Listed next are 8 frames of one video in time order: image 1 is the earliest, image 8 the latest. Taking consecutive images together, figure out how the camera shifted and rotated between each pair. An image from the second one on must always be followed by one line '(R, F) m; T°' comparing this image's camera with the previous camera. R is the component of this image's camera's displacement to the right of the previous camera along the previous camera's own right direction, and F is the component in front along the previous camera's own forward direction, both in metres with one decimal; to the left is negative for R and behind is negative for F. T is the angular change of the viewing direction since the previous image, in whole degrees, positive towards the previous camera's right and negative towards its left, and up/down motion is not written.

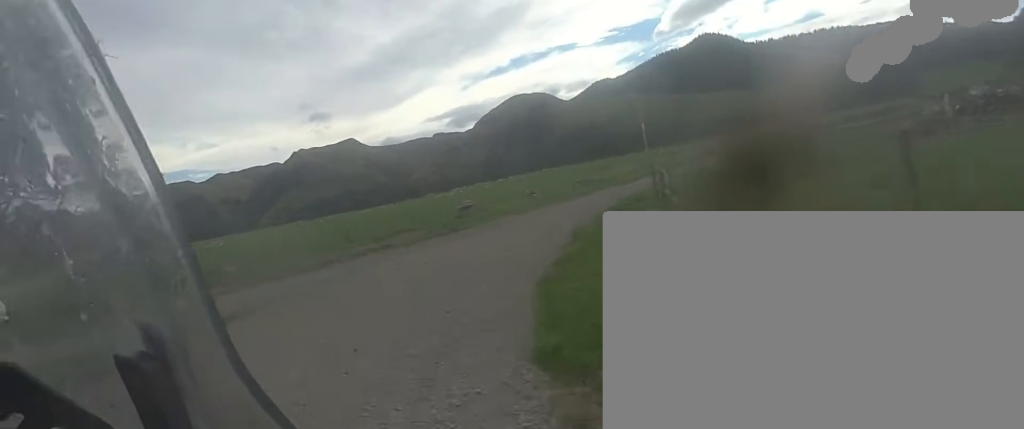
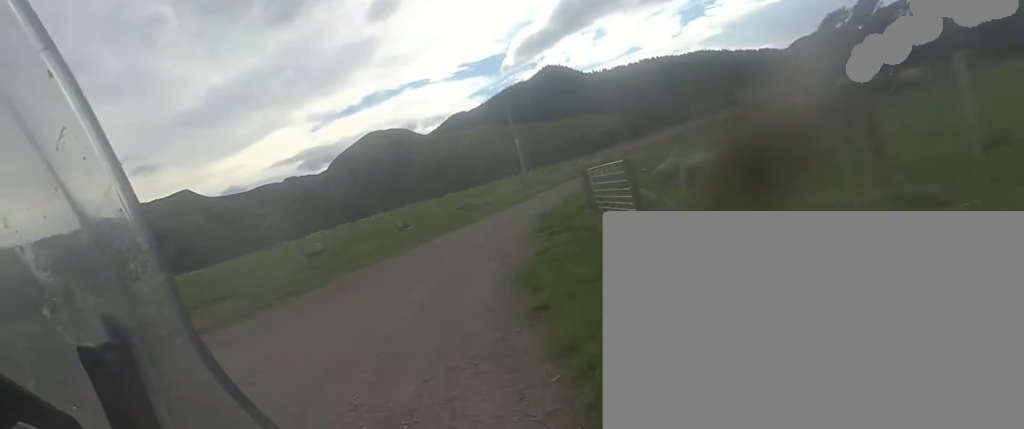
(+0.9, +6.1) m; +11°
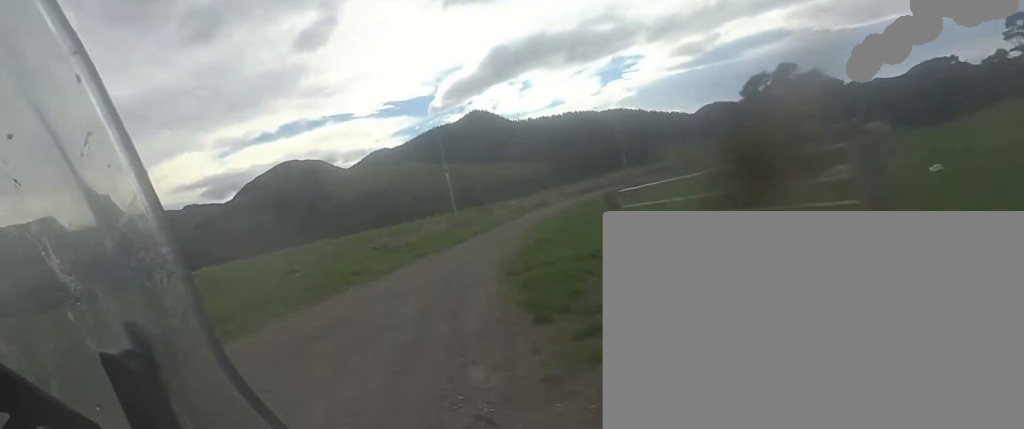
(-0.5, +5.7) m; +6°
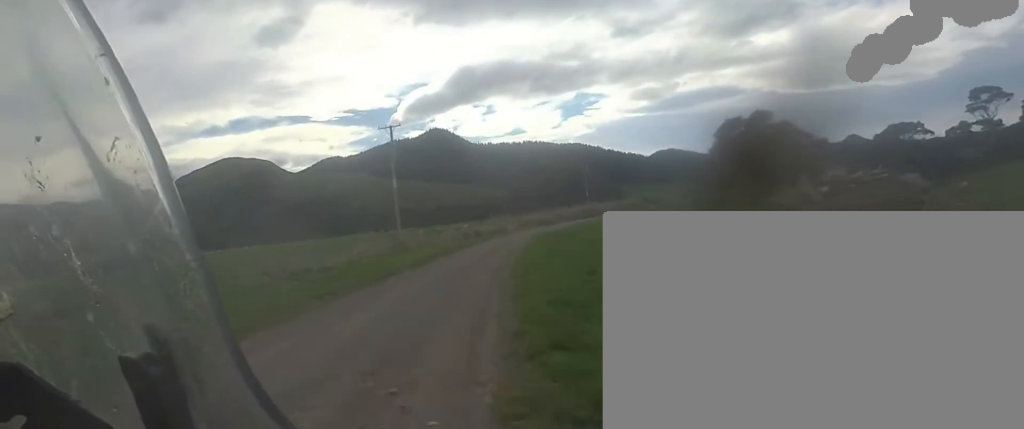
(+1.2, +7.0) m; +5°
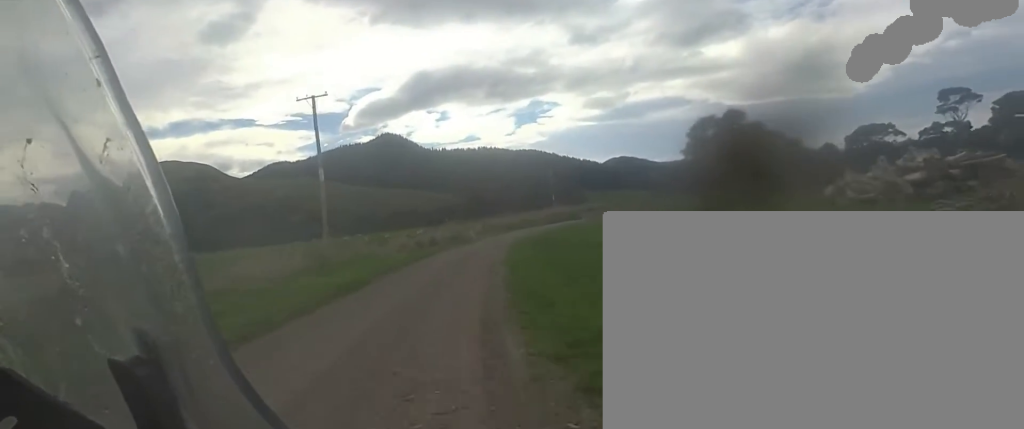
(0.0, +7.7) m; +3°
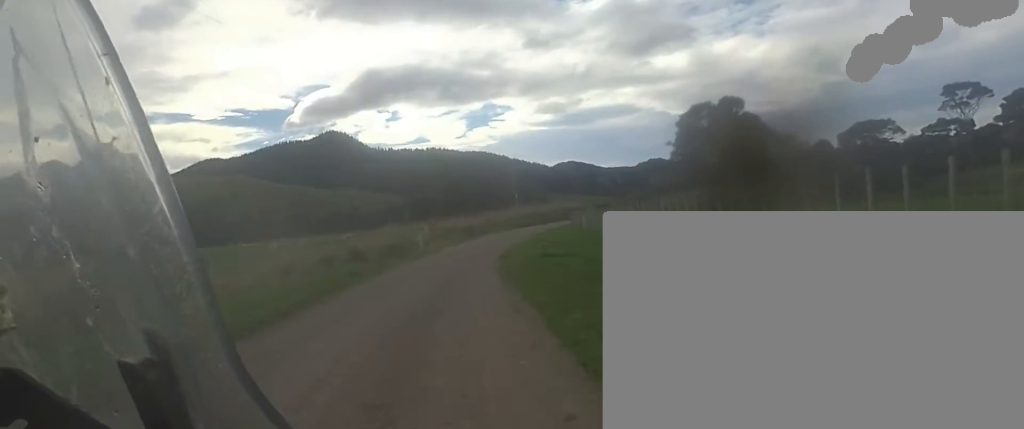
(+0.4, +12.5) m; +7°
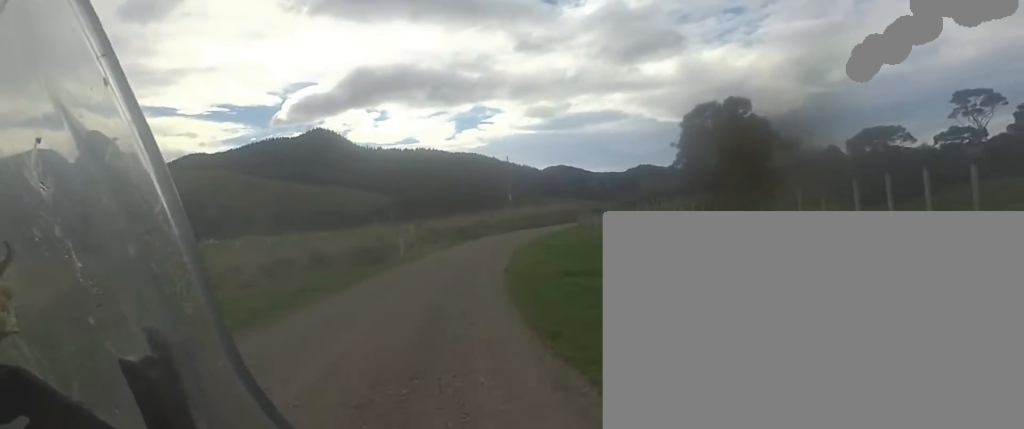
(+0.1, +4.9) m; +4°
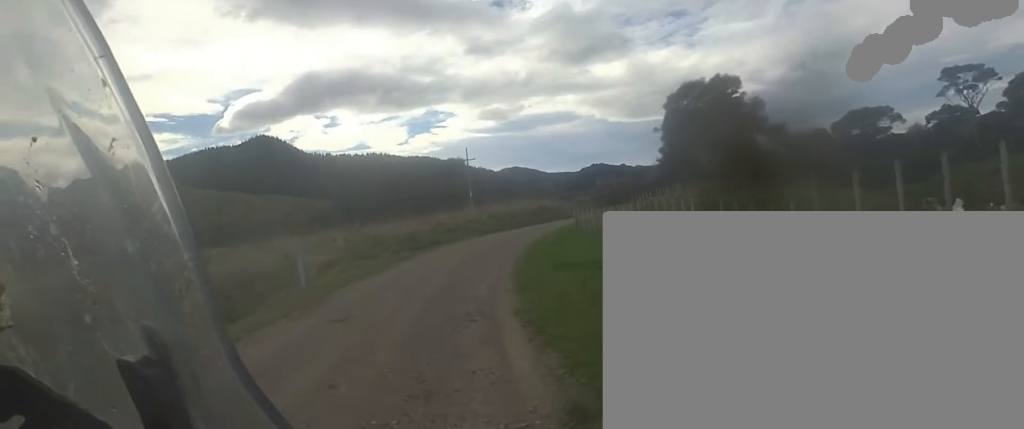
(+0.5, +9.5) m; +7°
